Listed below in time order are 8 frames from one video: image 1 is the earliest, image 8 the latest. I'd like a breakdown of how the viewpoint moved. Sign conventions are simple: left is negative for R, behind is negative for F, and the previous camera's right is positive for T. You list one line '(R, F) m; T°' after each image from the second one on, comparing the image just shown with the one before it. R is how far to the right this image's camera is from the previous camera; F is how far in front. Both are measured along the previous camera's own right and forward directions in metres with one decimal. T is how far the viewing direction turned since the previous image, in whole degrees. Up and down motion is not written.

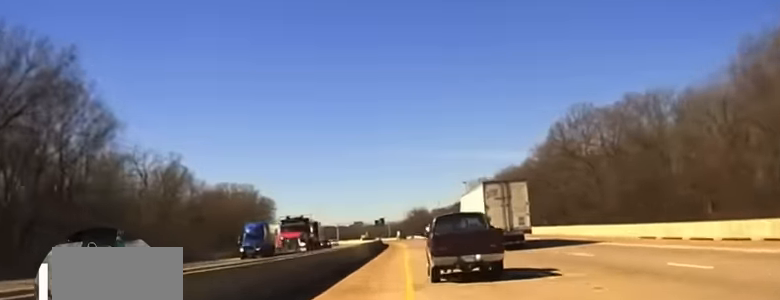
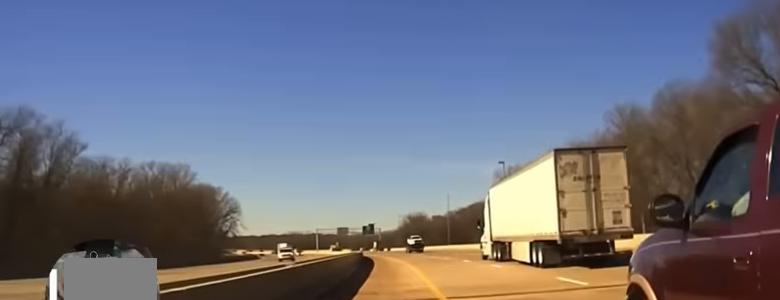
(-0.1, +58.6) m; 0°
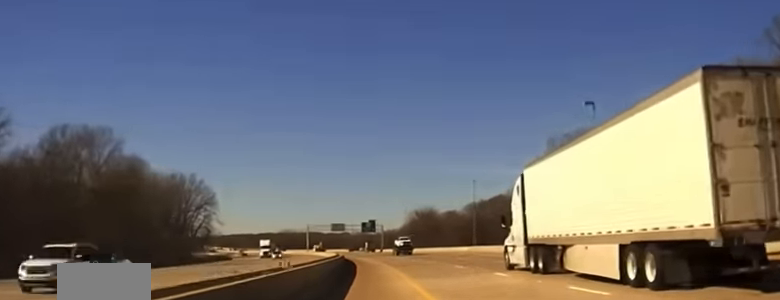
(0.0, +41.1) m; 0°
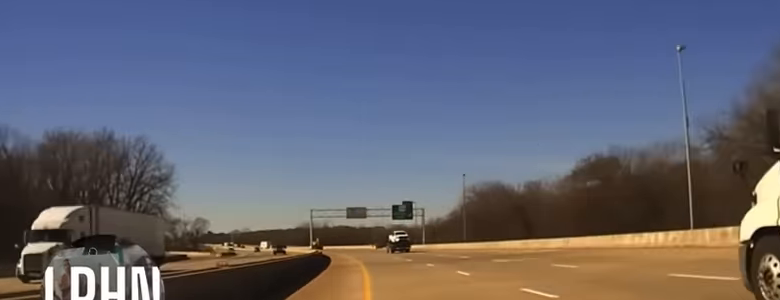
(-0.8, +72.9) m; -2°
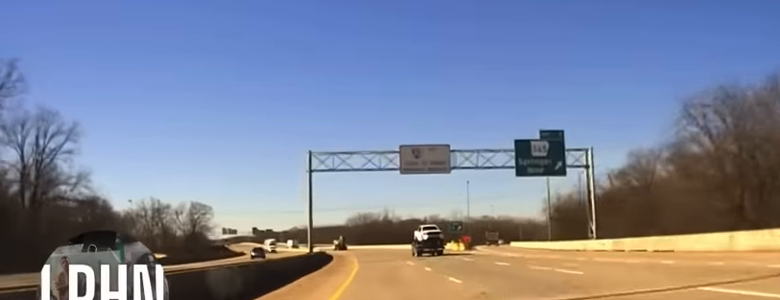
(-3.9, +88.9) m; -6°
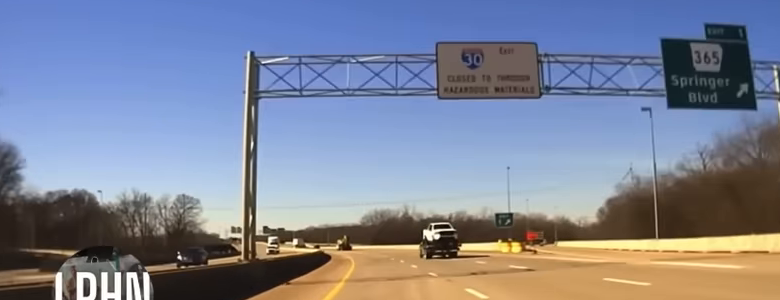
(-0.7, +30.8) m; -2°
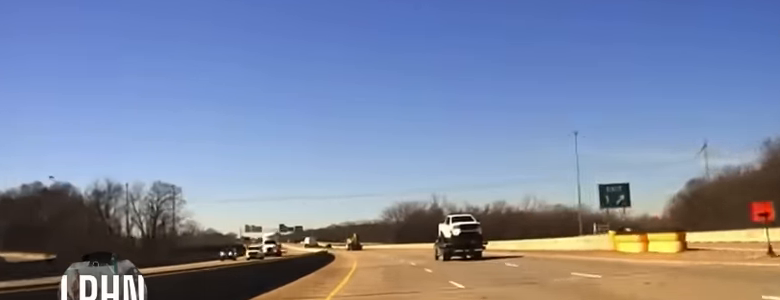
(-0.5, +33.1) m; -2°
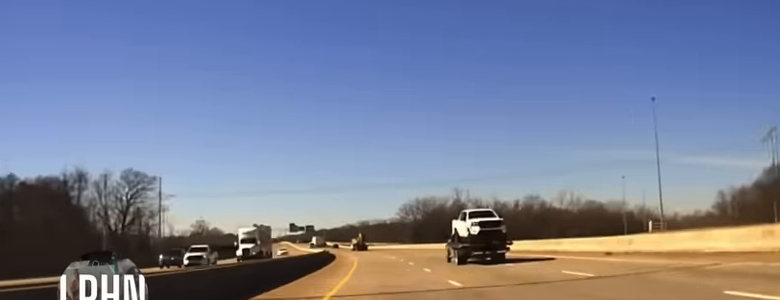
(-0.1, +21.8) m; -1°
